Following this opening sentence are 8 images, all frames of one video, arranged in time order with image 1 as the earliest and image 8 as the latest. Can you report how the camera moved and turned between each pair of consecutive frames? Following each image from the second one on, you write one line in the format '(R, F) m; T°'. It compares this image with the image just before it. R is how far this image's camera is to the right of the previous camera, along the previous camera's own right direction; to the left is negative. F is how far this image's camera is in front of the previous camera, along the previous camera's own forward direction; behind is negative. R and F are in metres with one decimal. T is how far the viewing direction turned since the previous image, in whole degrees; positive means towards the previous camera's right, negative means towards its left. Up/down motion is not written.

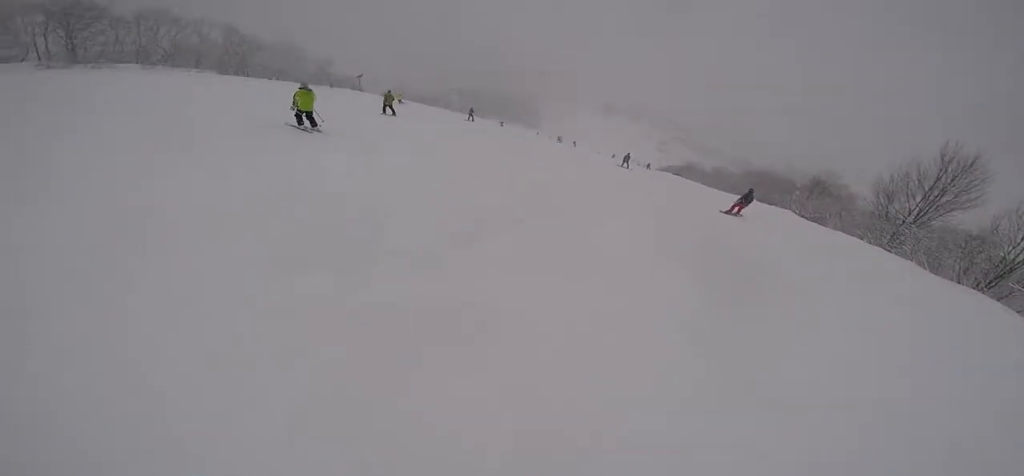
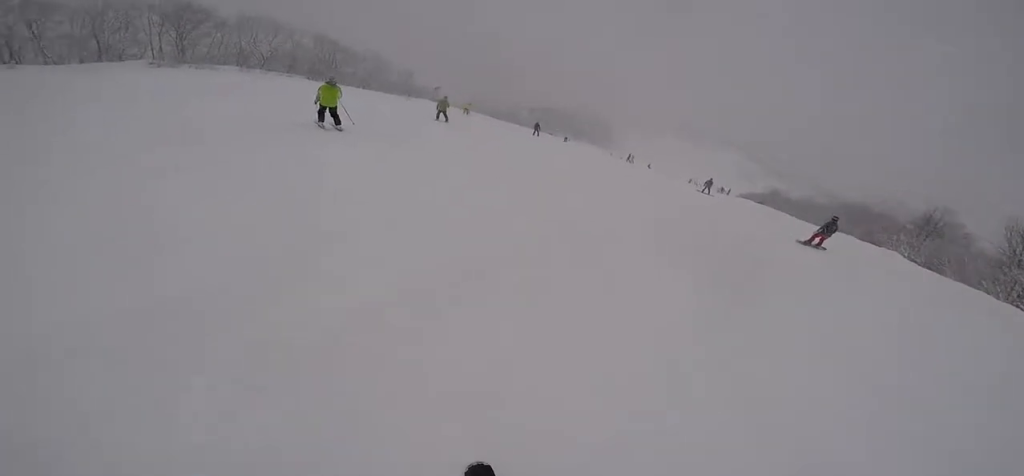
(-0.4, +1.5) m; 0°
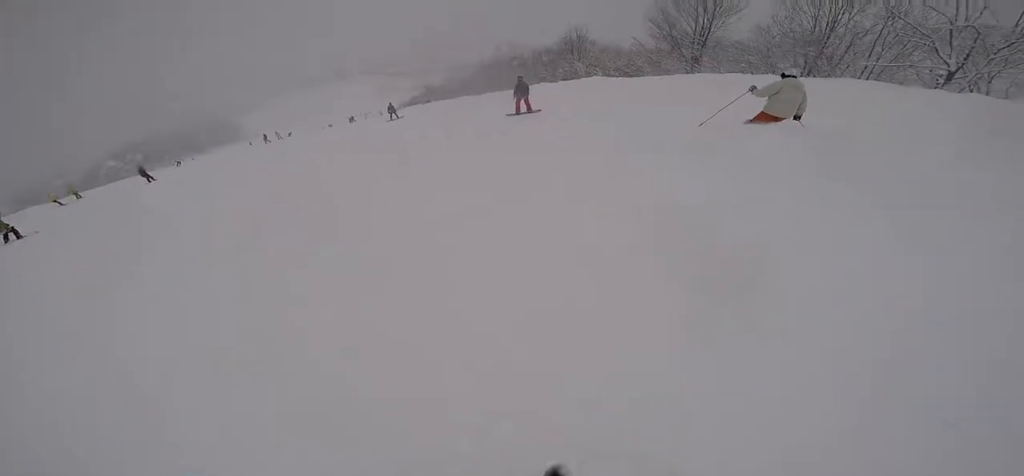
(+2.4, +6.9) m; +22°
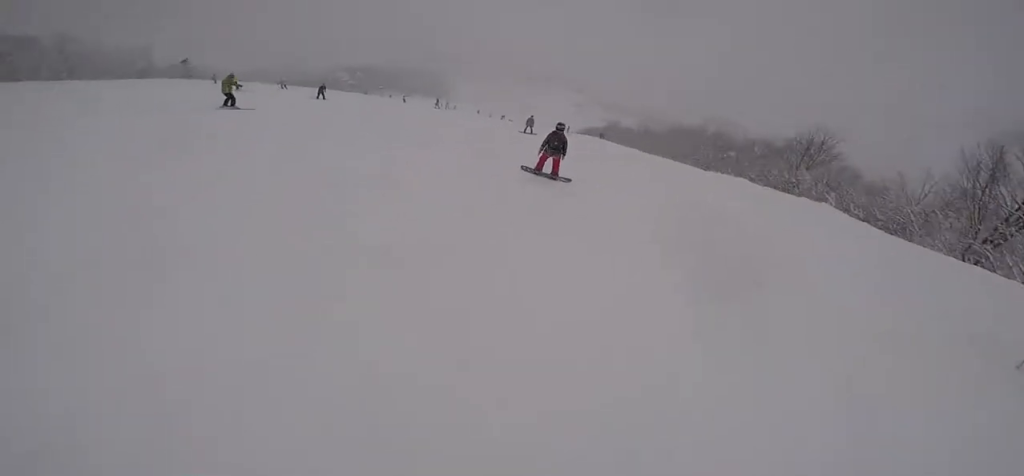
(-0.7, +6.6) m; -22°
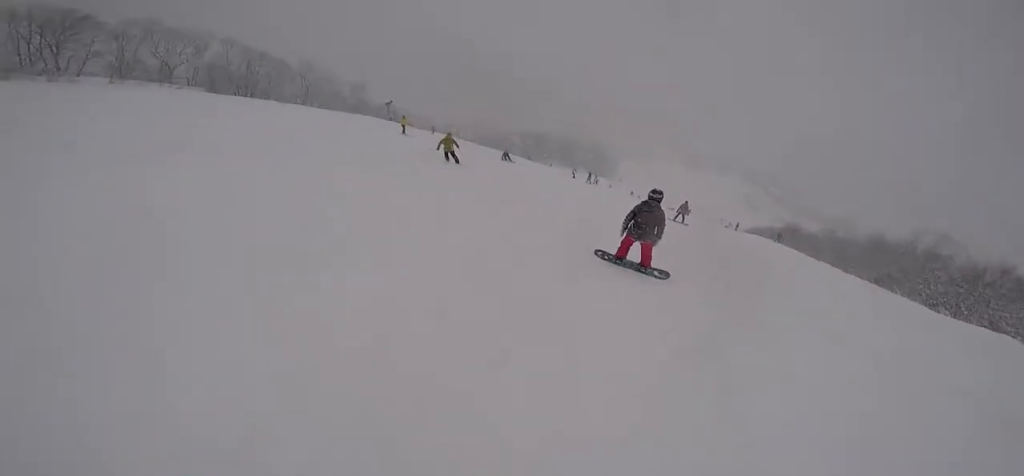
(-0.8, +4.2) m; -17°
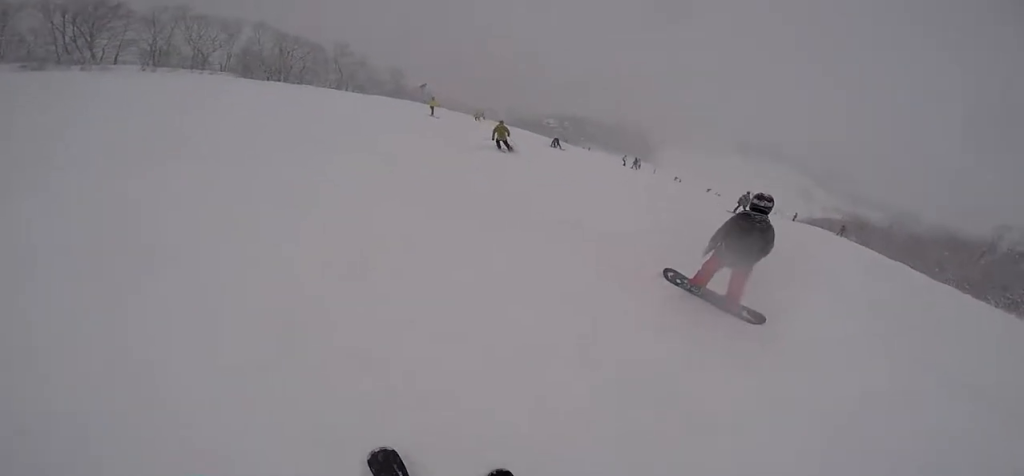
(-0.3, +2.5) m; -2°
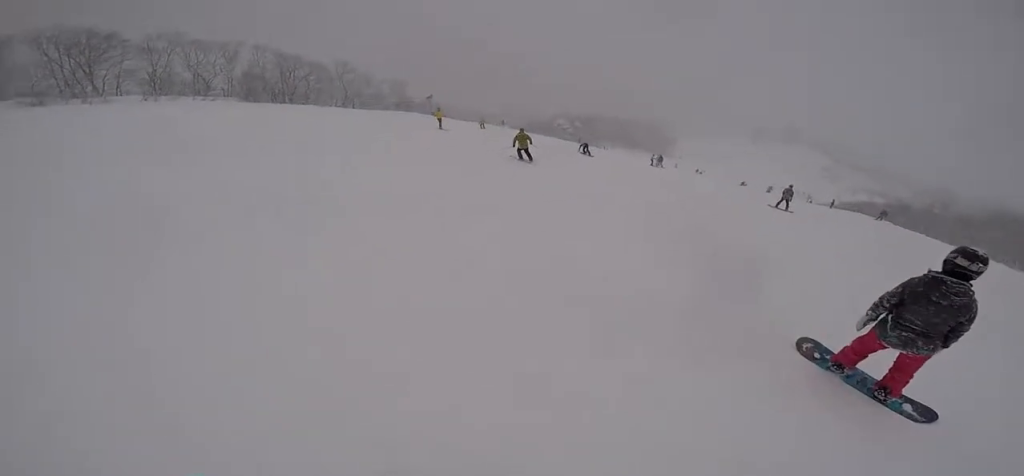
(-0.1, +2.2) m; +2°
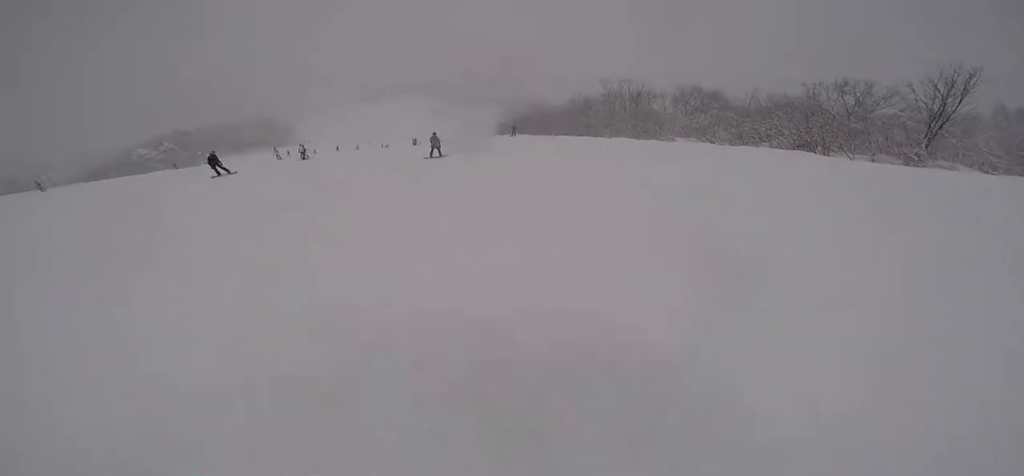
(+3.5, +8.0) m; +21°
